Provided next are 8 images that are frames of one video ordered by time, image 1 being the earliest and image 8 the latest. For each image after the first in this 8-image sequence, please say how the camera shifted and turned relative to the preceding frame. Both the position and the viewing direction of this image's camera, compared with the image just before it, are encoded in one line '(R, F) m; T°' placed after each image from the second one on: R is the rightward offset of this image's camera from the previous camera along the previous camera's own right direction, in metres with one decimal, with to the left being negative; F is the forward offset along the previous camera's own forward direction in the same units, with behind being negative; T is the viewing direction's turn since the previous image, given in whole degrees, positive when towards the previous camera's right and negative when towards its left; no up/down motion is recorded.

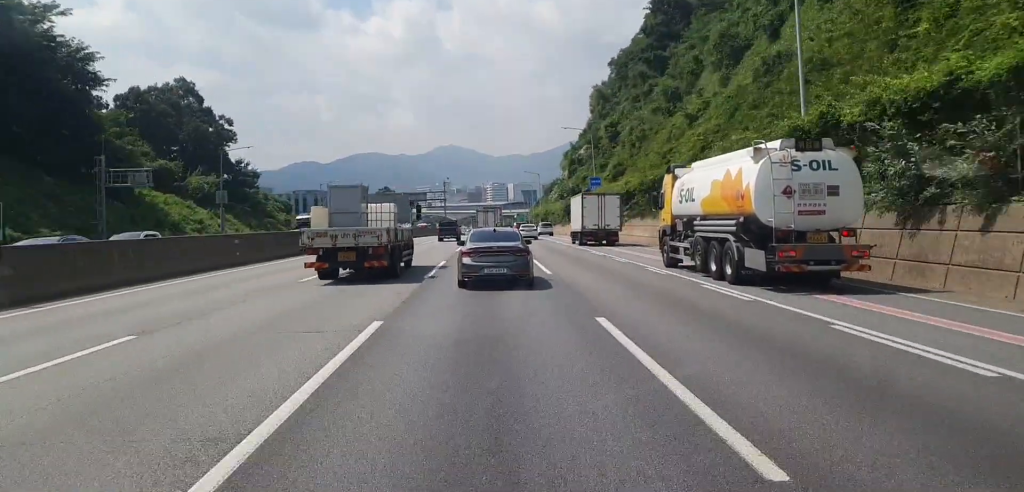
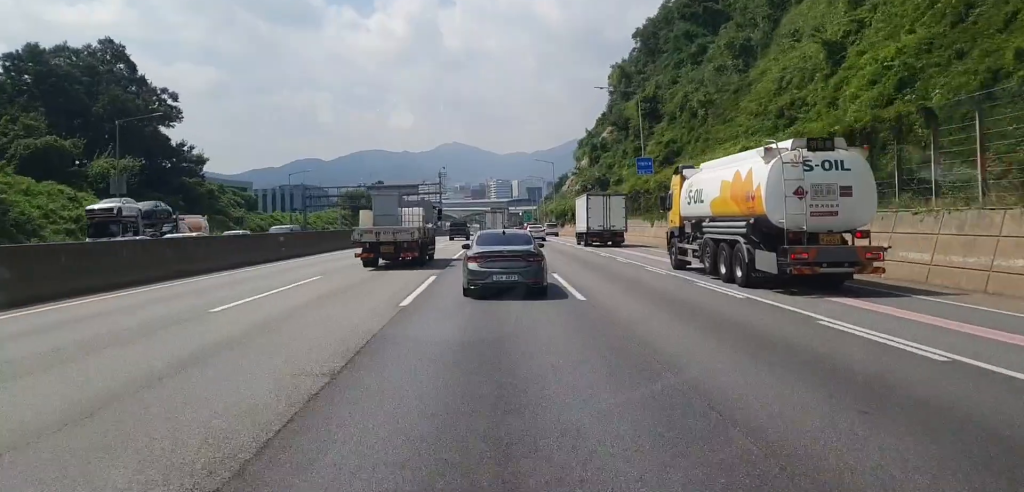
(-0.2, +27.9) m; 0°
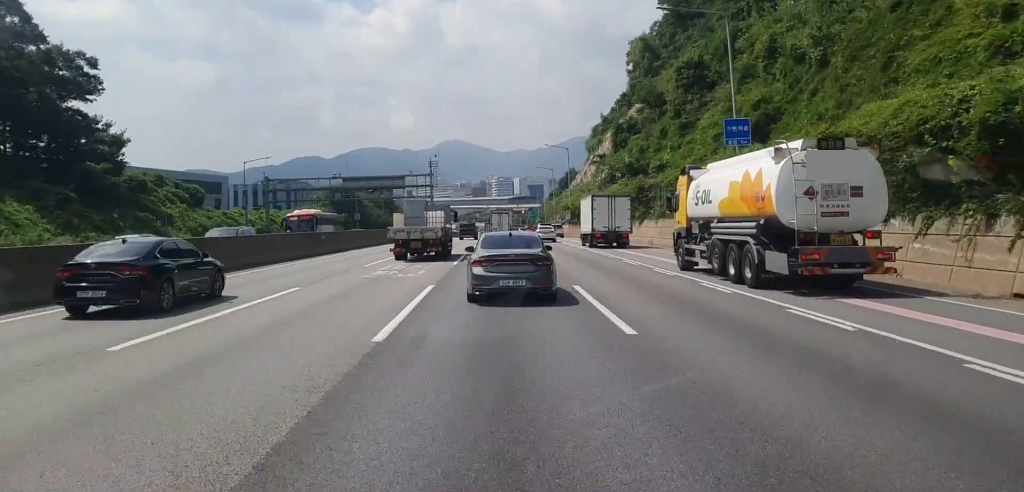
(+0.2, +25.0) m; 0°
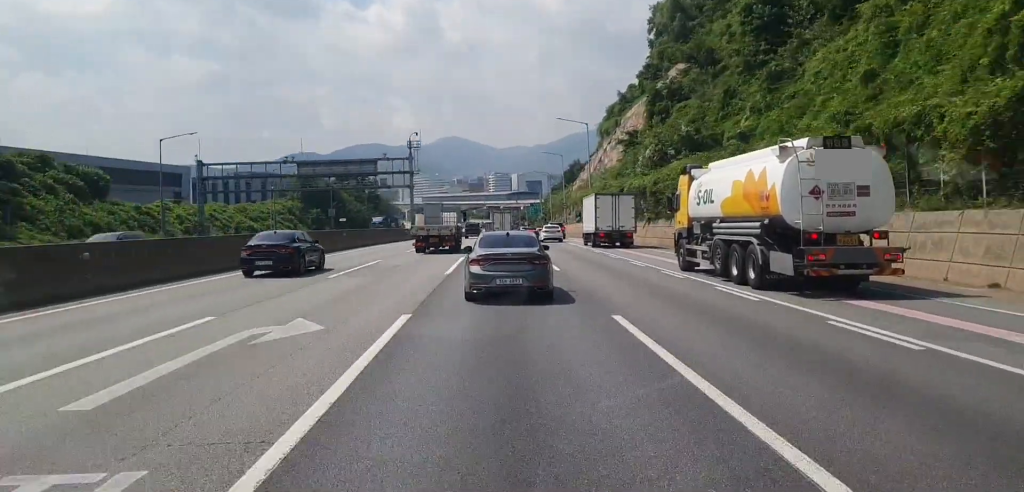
(+0.2, +26.6) m; 0°
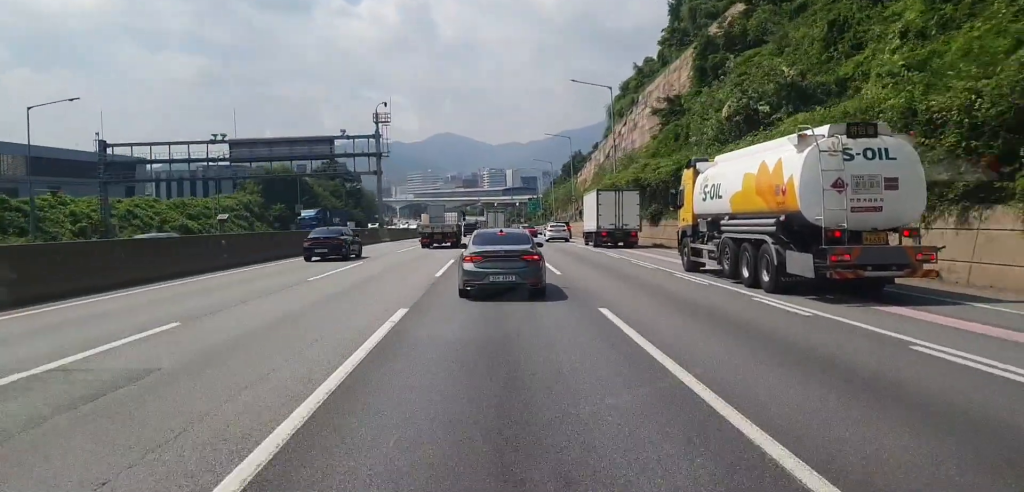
(-0.5, +21.9) m; -1°
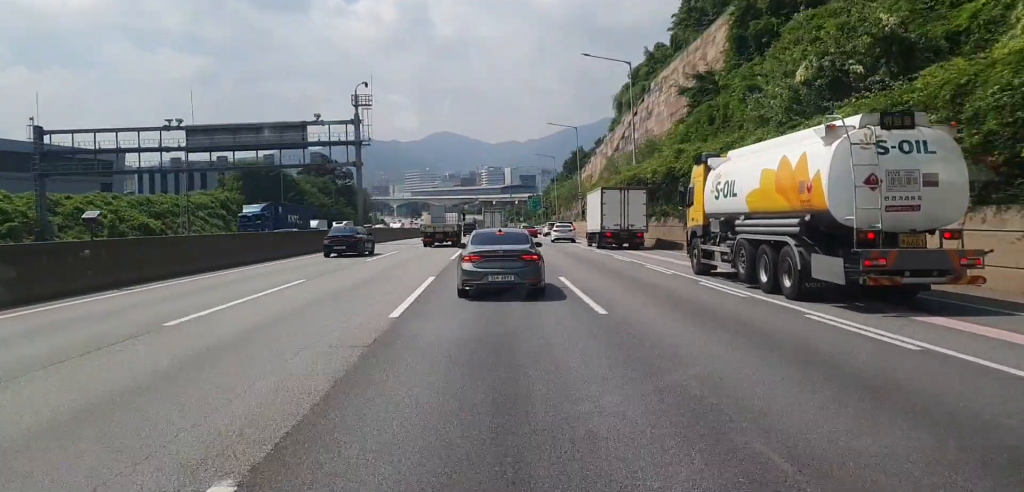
(+0.1, +9.8) m; 0°
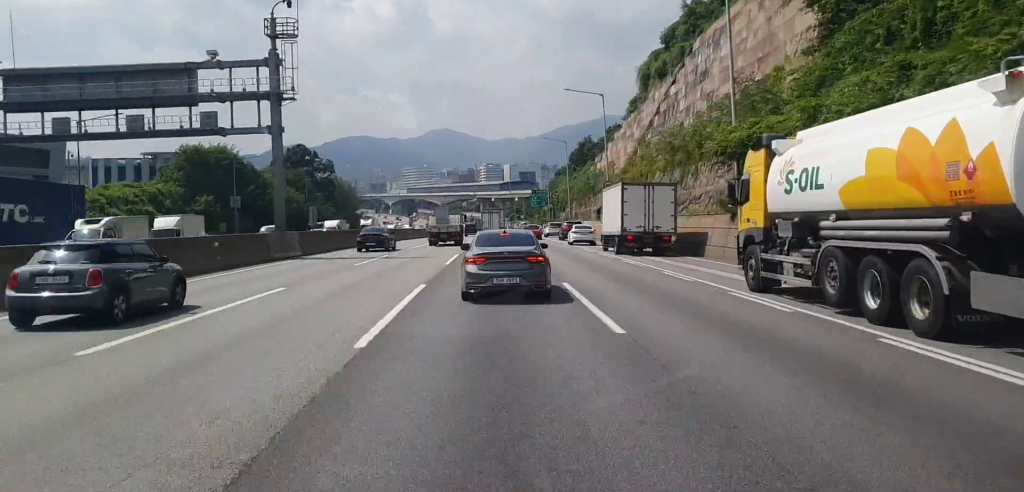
(+0.1, +23.0) m; +1°
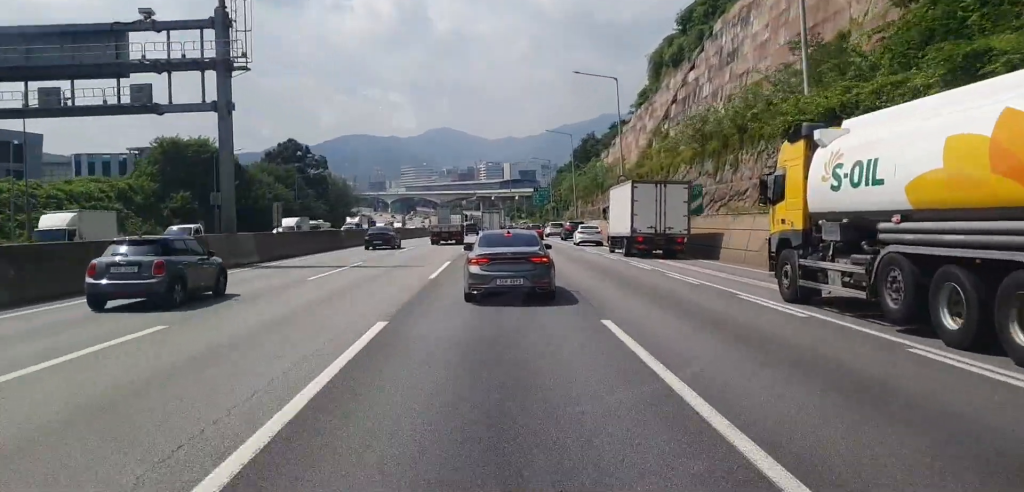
(+0.1, +7.5) m; 0°
